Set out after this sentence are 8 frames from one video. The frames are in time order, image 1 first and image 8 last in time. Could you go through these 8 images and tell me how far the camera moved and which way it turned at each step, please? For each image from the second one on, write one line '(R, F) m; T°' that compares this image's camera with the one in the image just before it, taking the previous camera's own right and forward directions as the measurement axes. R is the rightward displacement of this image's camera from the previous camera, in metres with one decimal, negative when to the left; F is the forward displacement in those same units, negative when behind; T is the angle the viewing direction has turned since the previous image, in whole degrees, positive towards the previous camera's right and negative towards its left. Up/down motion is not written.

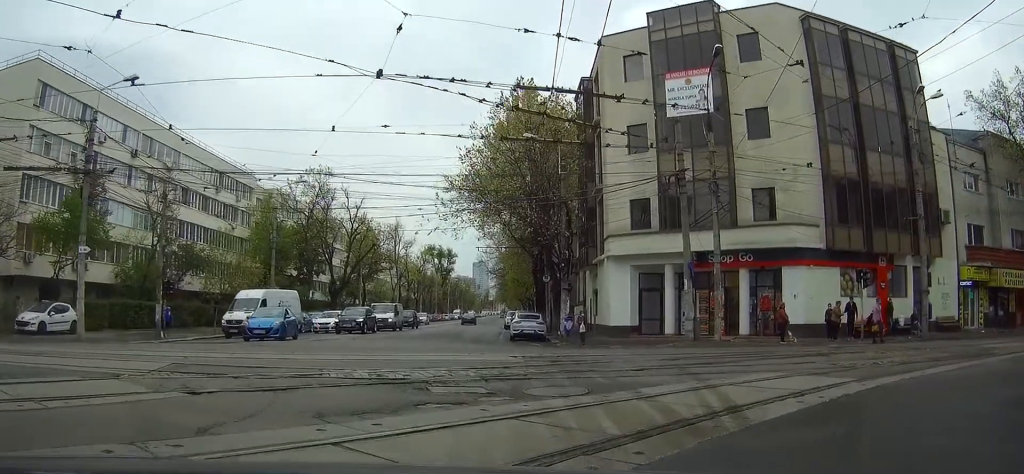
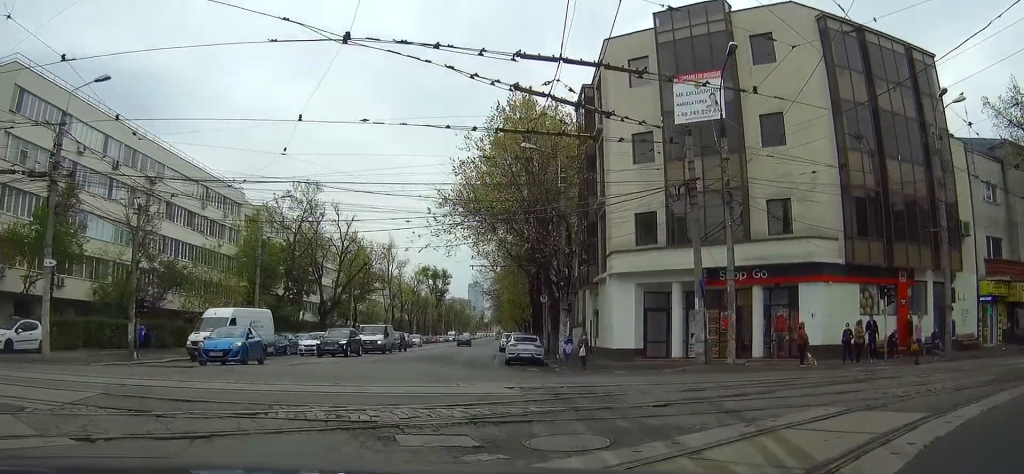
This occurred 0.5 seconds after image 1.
(+0.2, +2.1) m; +9°
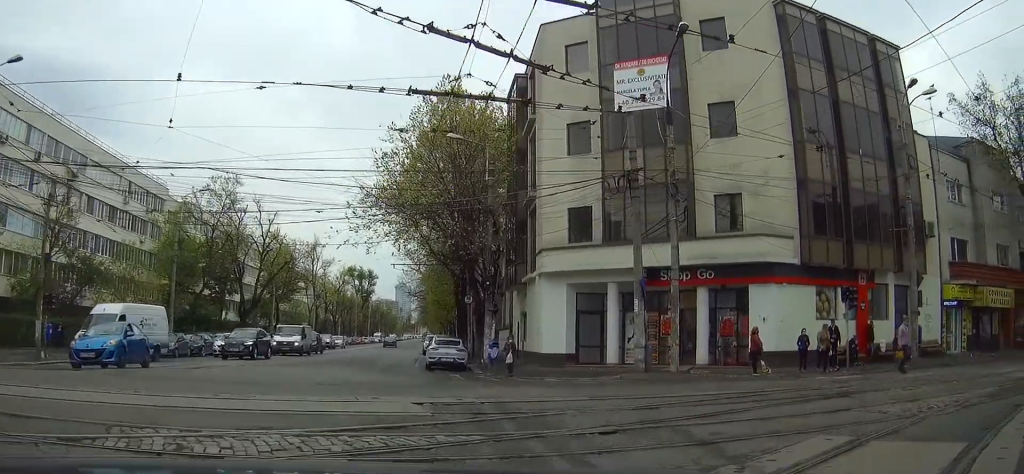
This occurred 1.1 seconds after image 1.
(-0.1, +2.4) m; +11°
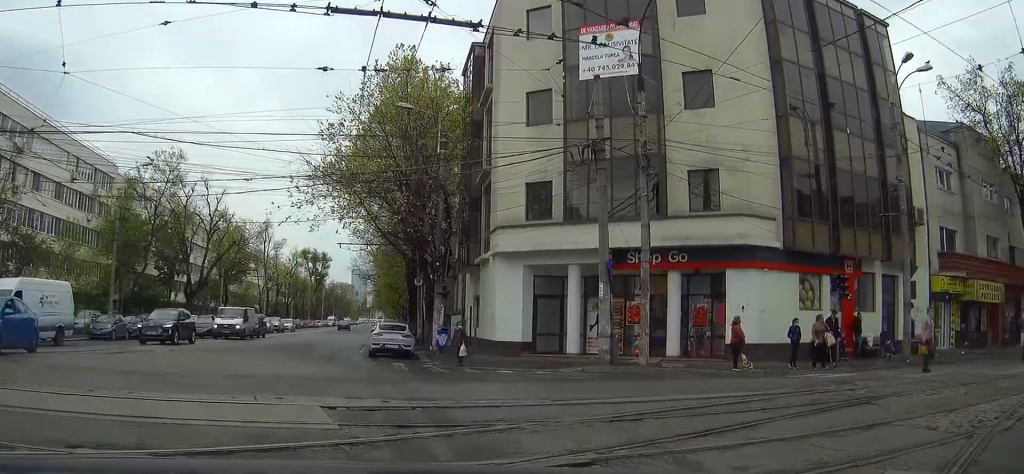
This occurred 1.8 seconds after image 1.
(+0.8, +2.8) m; +5°
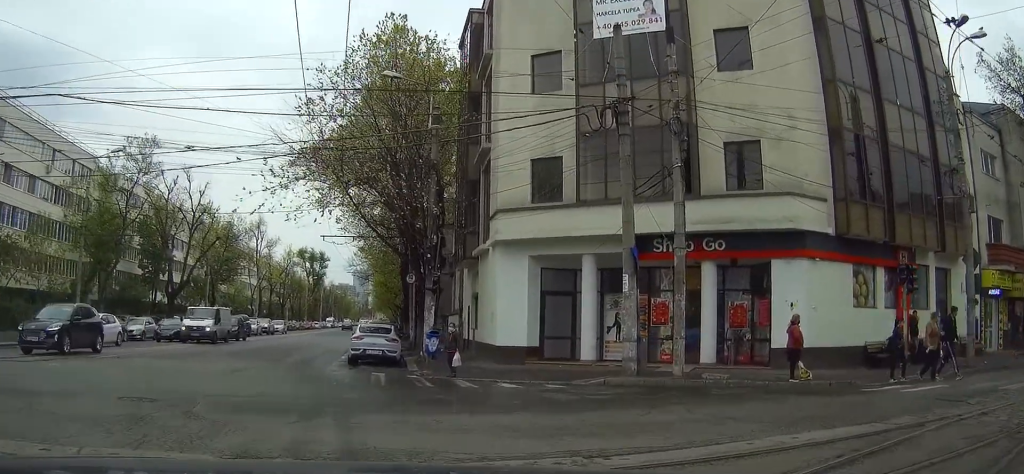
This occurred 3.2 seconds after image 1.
(-0.3, +5.6) m; -9°
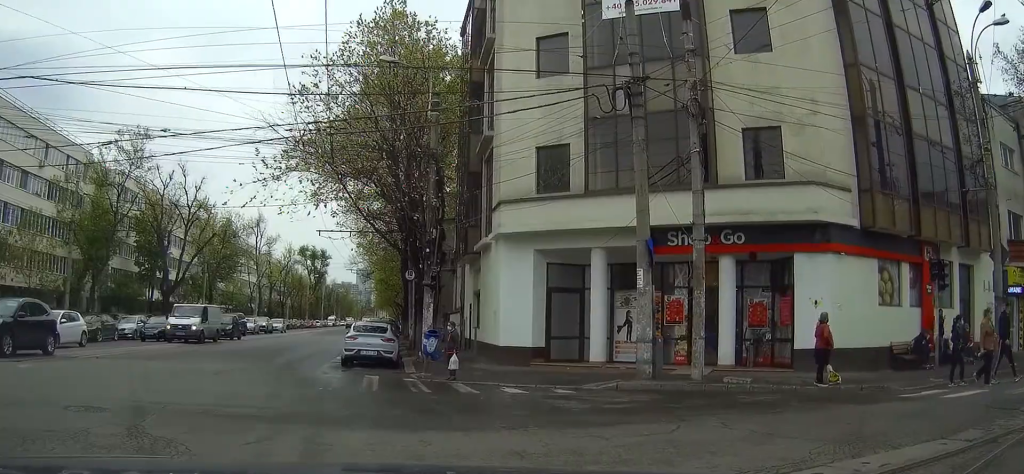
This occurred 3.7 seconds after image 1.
(-0.1, +2.1) m; 0°
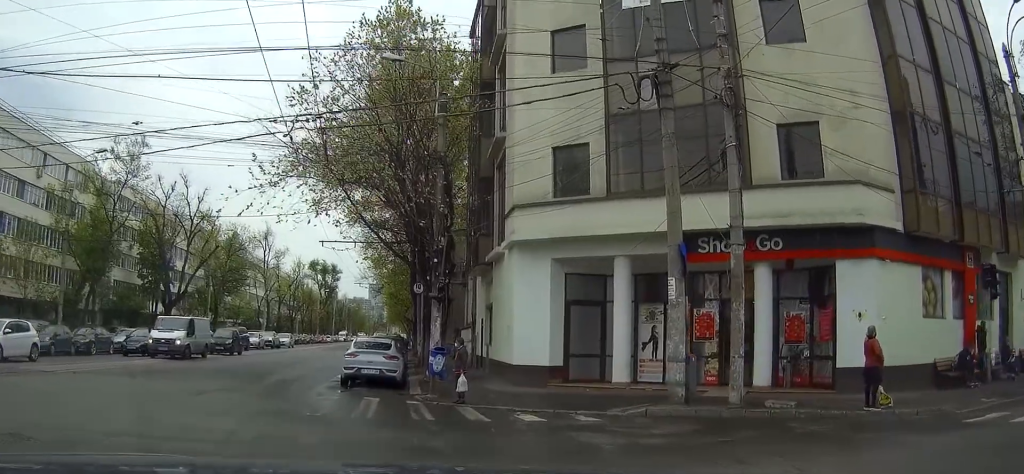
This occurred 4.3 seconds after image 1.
(0.0, +2.8) m; -4°
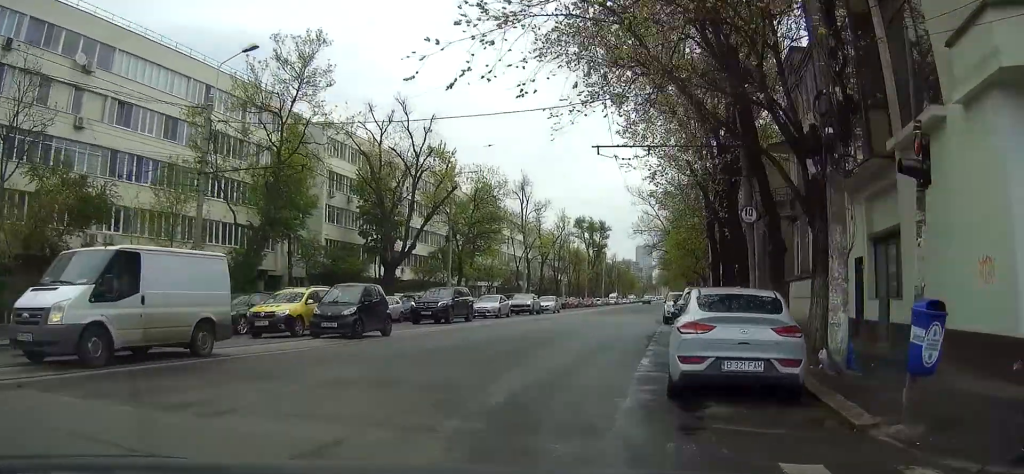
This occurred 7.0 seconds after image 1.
(-5.2, +13.2) m; -35°
